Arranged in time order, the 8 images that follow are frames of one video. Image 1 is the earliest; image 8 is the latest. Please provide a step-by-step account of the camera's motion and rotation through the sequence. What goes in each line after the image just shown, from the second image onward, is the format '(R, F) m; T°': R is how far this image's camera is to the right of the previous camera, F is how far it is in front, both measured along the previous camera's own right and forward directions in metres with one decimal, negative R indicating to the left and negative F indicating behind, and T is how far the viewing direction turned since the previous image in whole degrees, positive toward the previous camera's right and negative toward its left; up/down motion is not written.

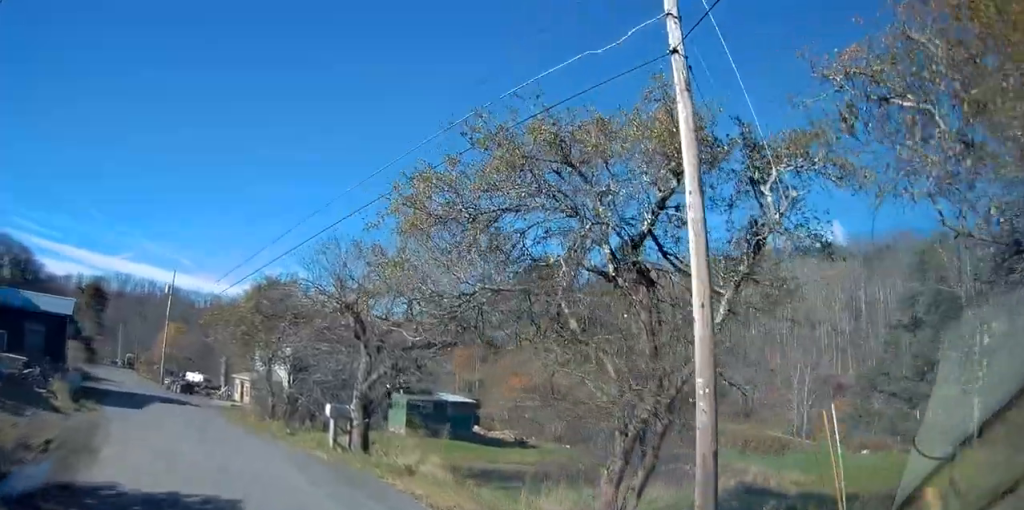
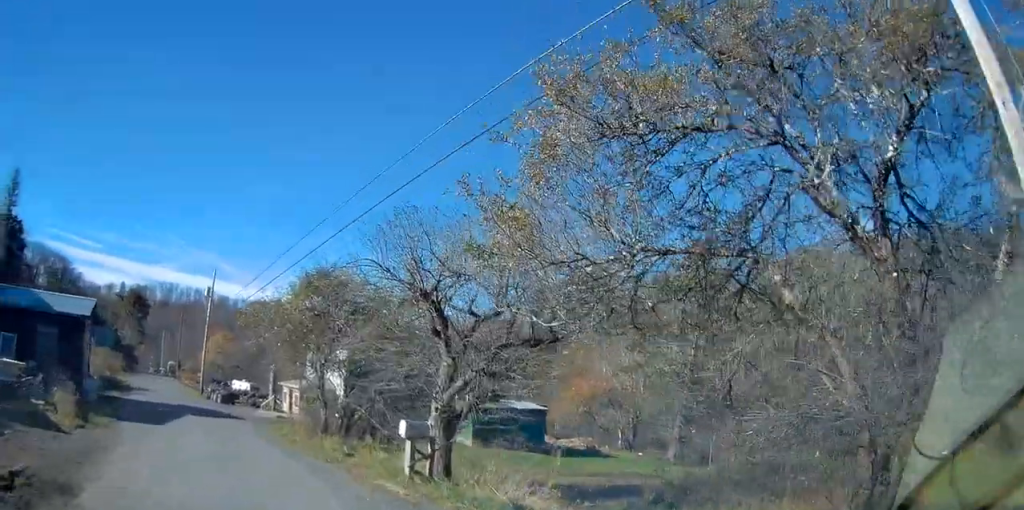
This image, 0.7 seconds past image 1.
(+0.1, +3.7) m; -4°
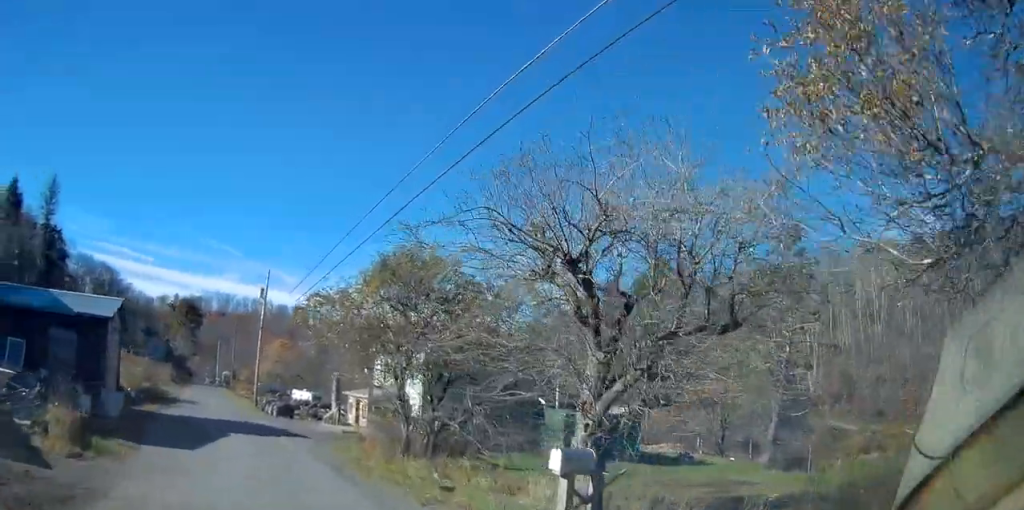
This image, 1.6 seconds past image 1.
(-0.4, +4.0) m; -9°
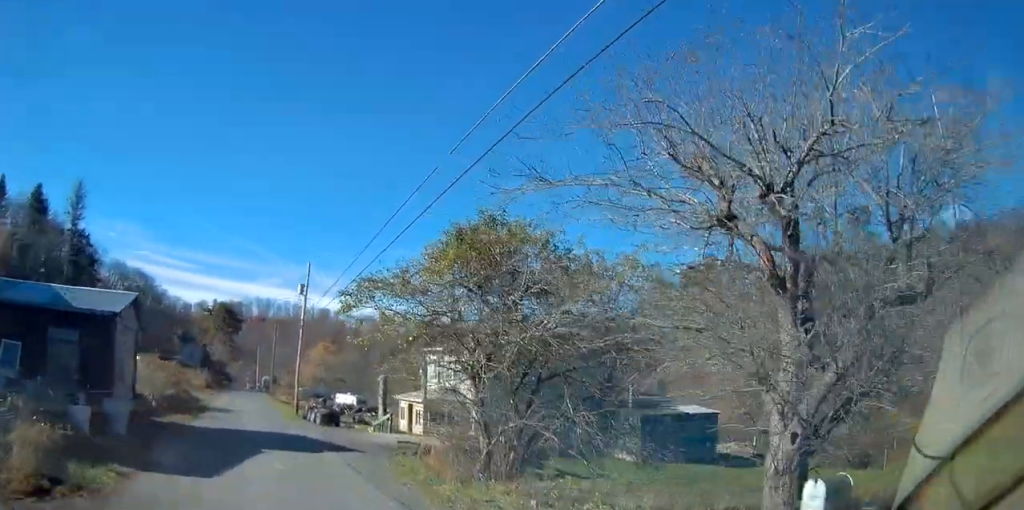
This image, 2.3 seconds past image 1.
(-0.2, +3.3) m; -6°
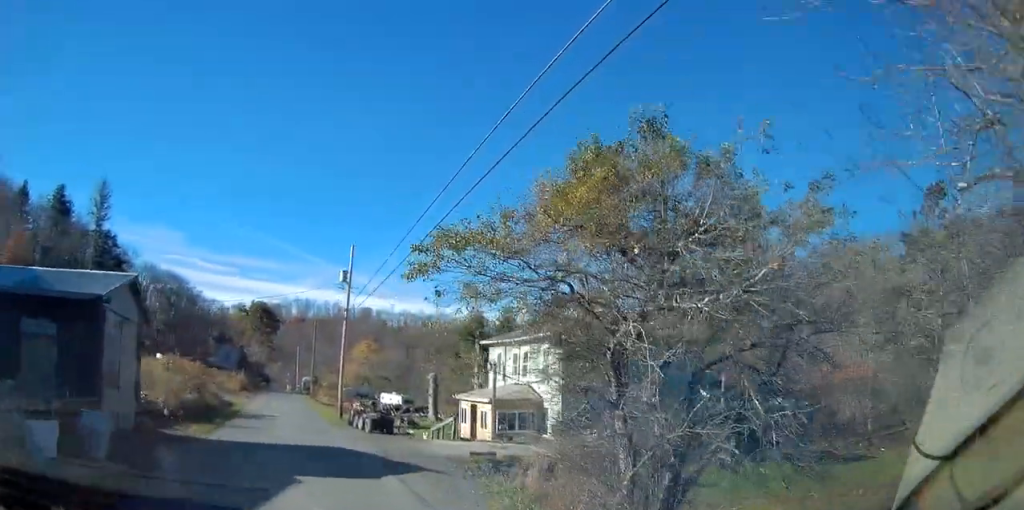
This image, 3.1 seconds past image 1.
(-0.2, +4.0) m; -4°
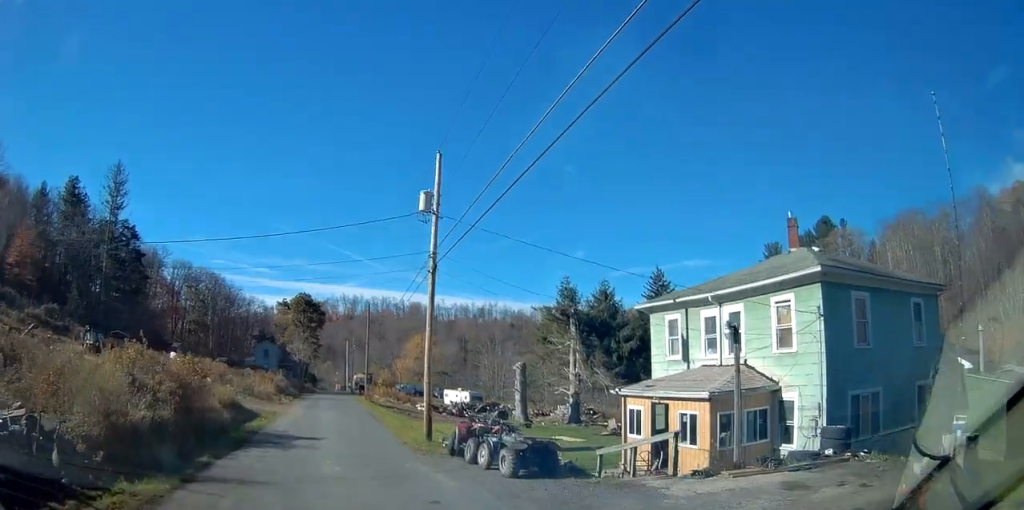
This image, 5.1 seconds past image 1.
(-0.3, +11.0) m; -4°
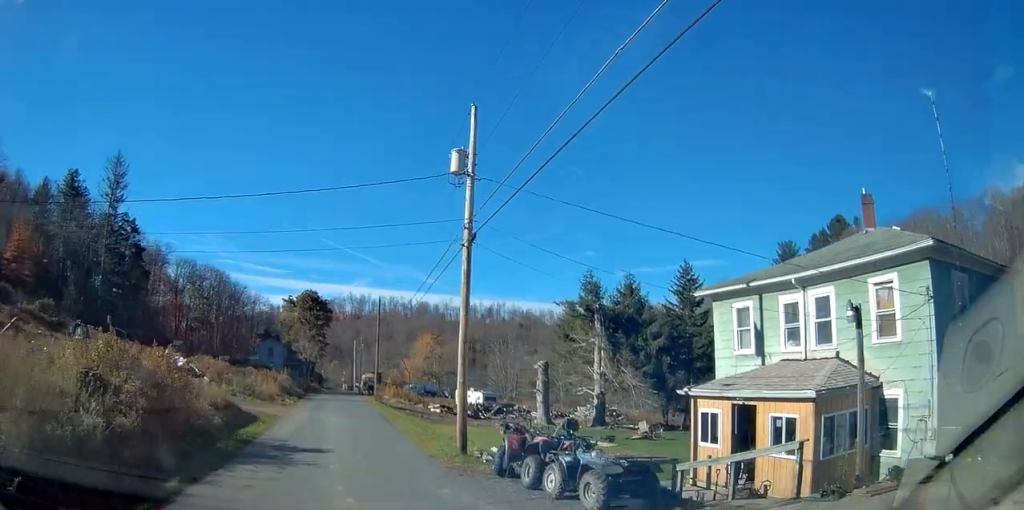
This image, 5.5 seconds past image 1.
(-0.1, +3.0) m; -1°
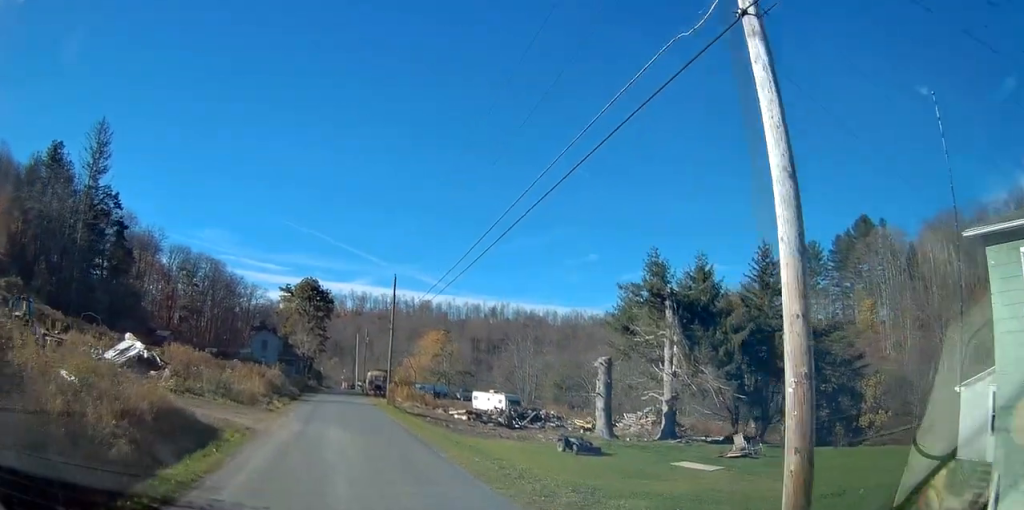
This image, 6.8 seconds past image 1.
(-0.1, +9.5) m; -2°
